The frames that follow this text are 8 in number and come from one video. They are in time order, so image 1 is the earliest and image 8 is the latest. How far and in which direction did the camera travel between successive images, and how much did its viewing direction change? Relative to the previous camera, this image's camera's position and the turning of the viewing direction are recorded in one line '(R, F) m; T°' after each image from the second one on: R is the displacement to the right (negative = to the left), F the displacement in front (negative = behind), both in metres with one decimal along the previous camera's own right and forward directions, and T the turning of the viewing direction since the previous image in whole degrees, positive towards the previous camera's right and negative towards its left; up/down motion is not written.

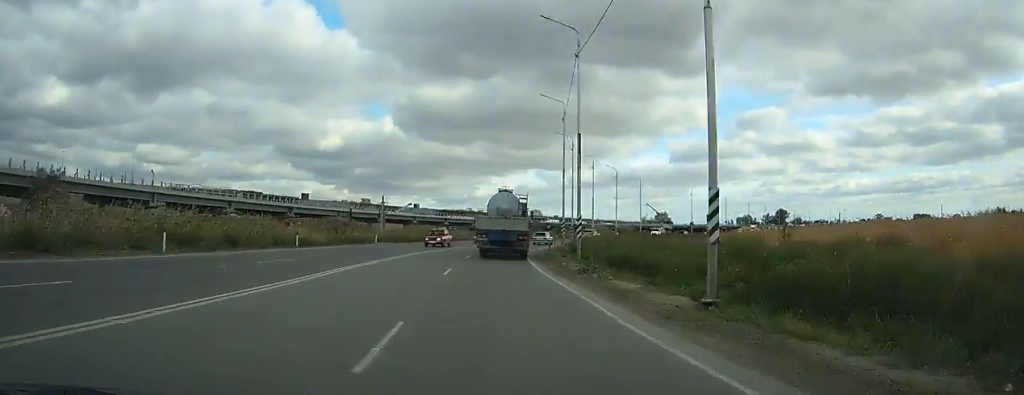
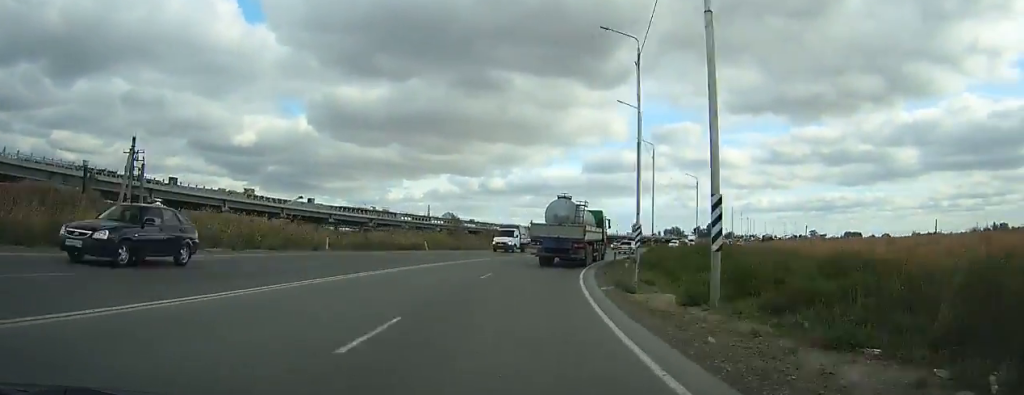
(+0.1, +46.9) m; +6°
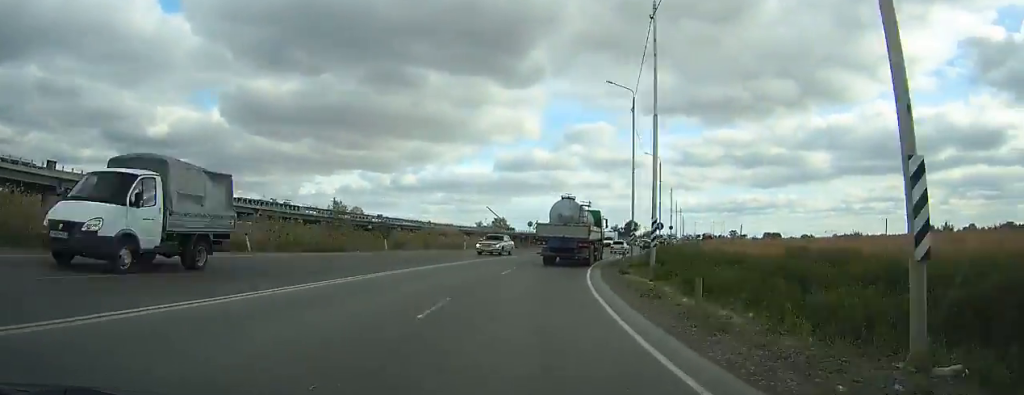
(-1.3, +20.6) m; +5°
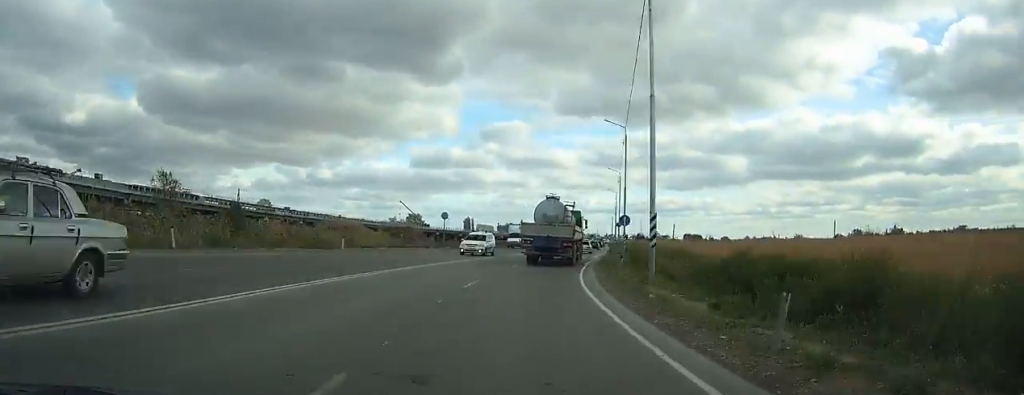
(+2.8, +19.2) m; +6°
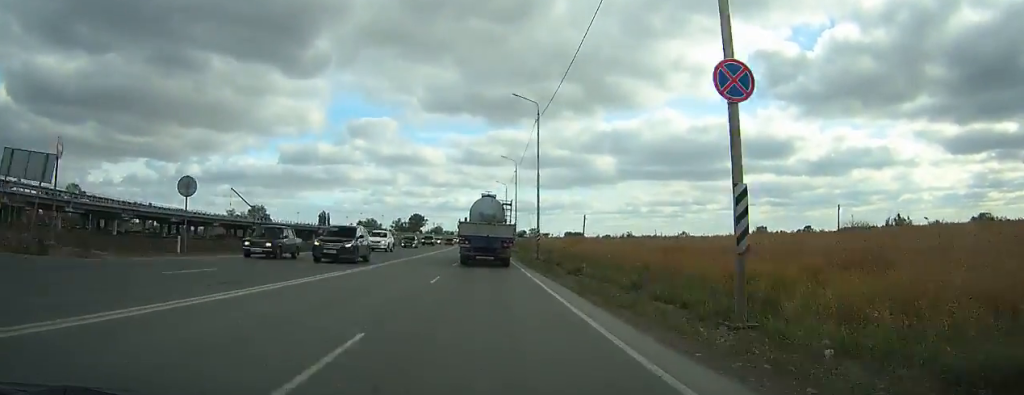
(+12.6, +67.1) m; +16°
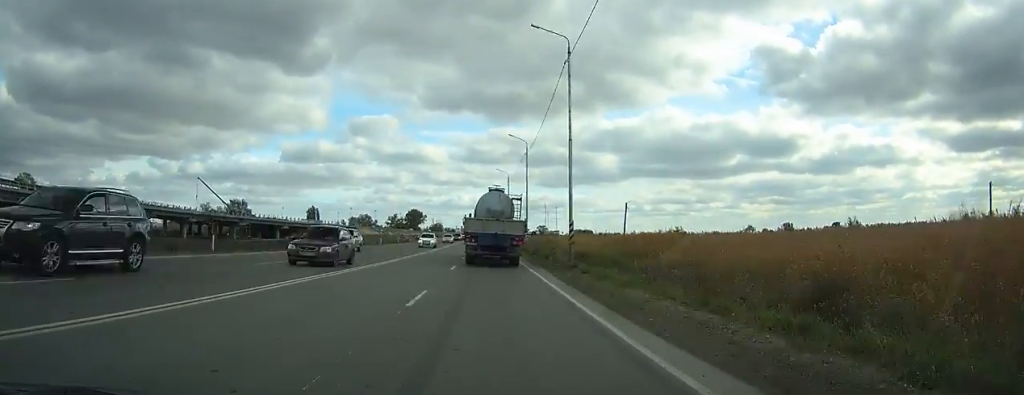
(+1.5, +41.8) m; +2°
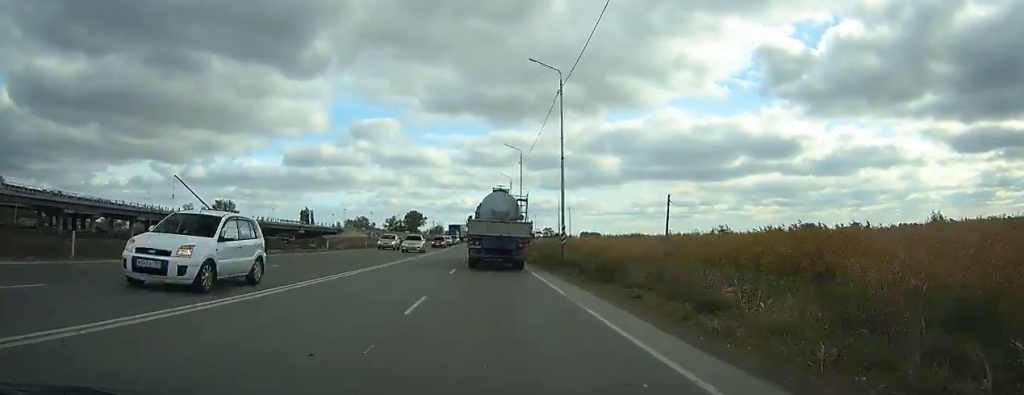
(+0.1, +25.2) m; 0°
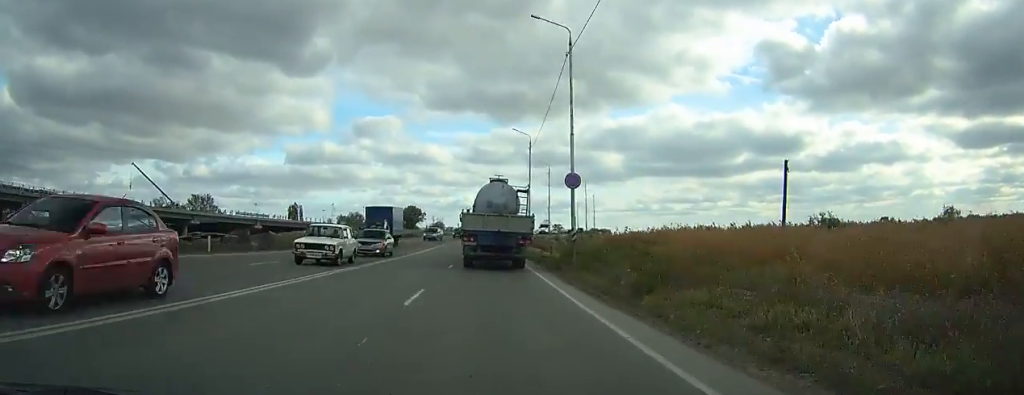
(-0.2, +35.4) m; -1°
